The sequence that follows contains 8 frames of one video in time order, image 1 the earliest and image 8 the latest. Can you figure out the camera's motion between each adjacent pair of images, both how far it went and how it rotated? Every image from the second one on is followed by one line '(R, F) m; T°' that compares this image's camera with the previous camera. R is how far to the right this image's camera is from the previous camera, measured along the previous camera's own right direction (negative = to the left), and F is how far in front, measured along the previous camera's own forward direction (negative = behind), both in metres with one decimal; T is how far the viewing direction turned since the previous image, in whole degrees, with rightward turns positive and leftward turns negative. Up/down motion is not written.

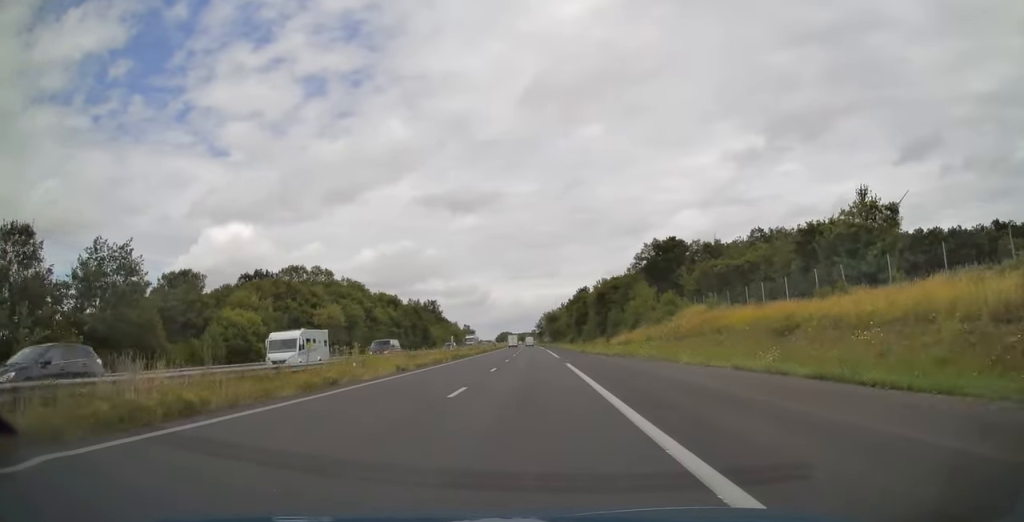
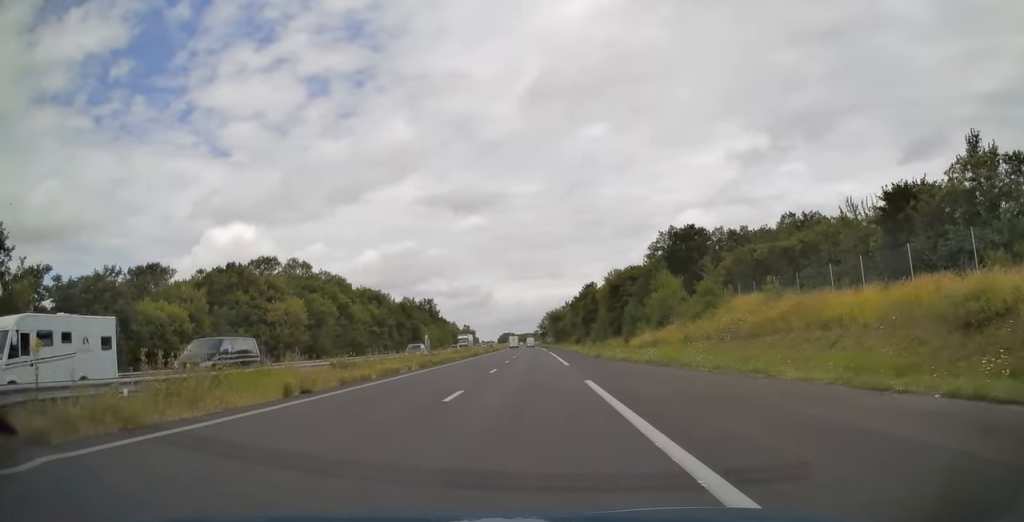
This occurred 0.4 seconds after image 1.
(0.0, +13.4) m; 0°
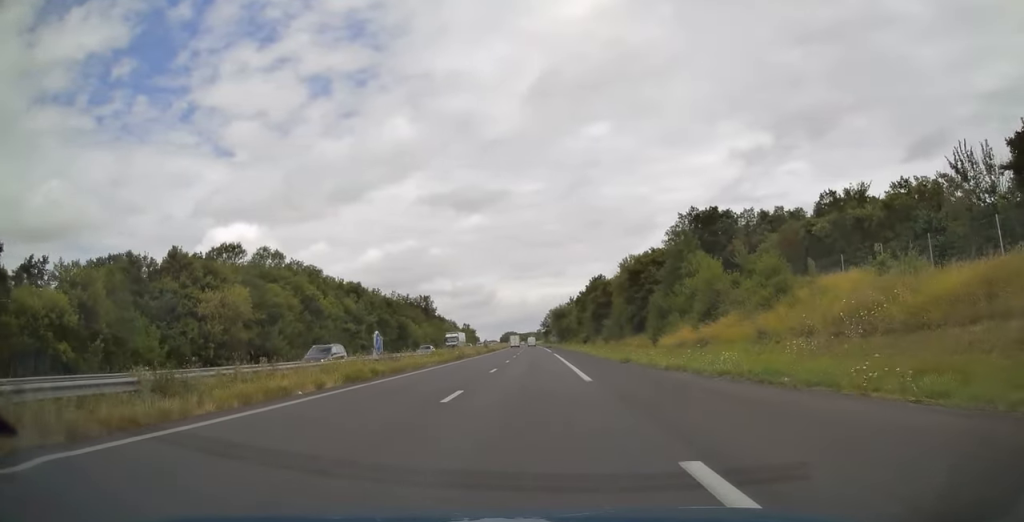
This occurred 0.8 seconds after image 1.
(0.0, +13.4) m; 0°
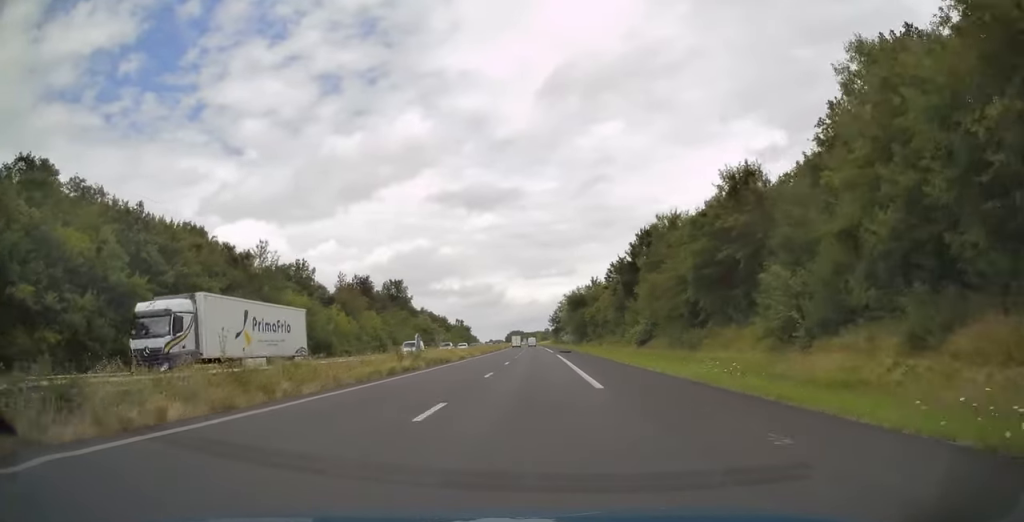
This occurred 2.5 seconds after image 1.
(-0.4, +55.1) m; -1°
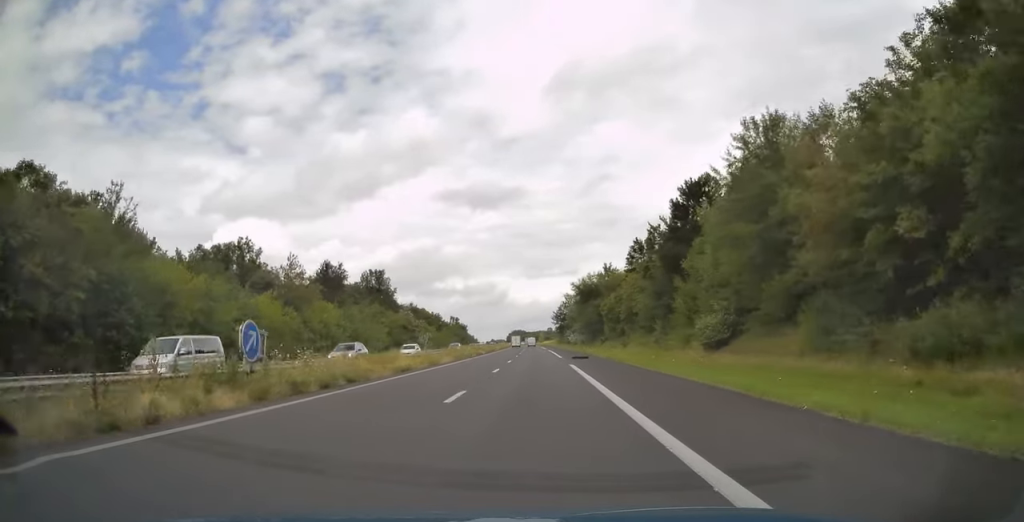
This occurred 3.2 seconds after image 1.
(0.0, +22.5) m; 0°
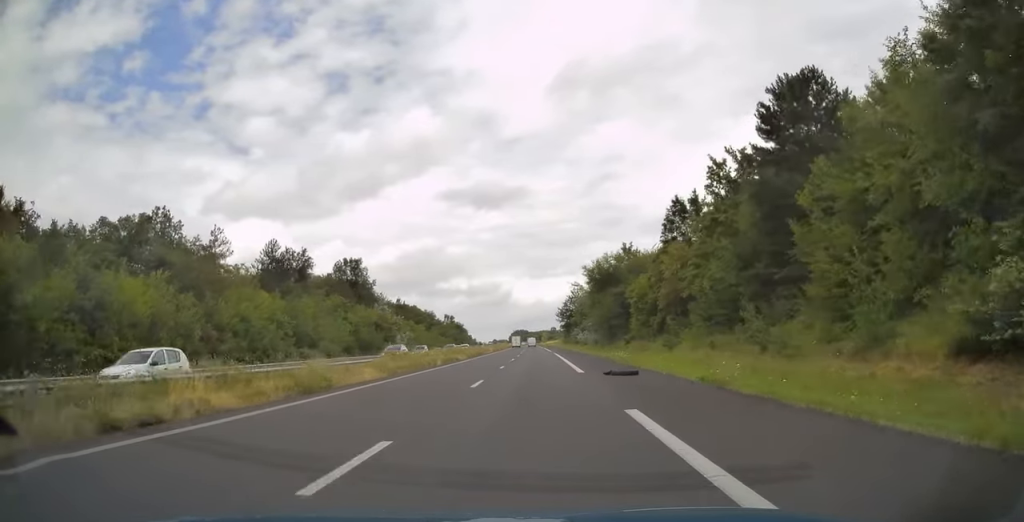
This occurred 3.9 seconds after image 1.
(-0.1, +21.5) m; 0°
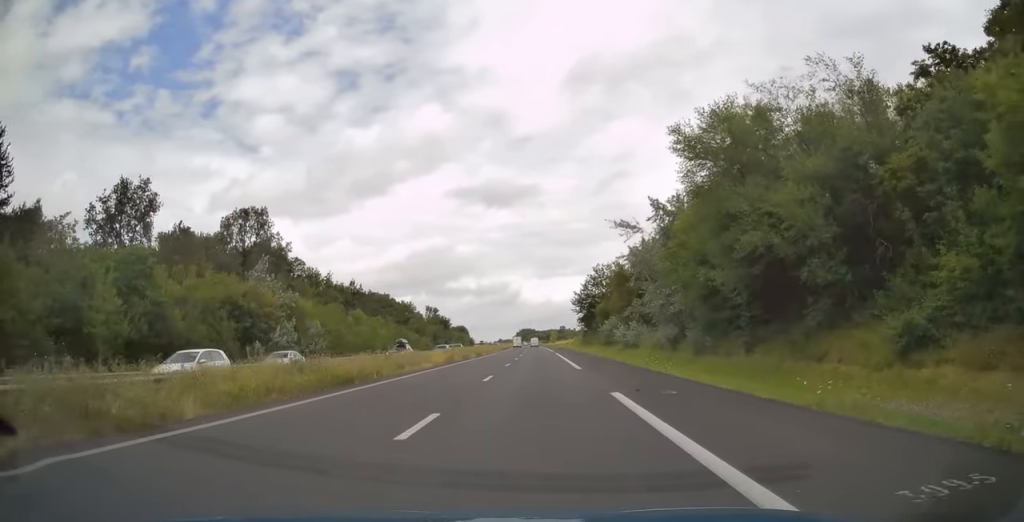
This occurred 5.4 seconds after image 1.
(-0.1, +48.8) m; -1°
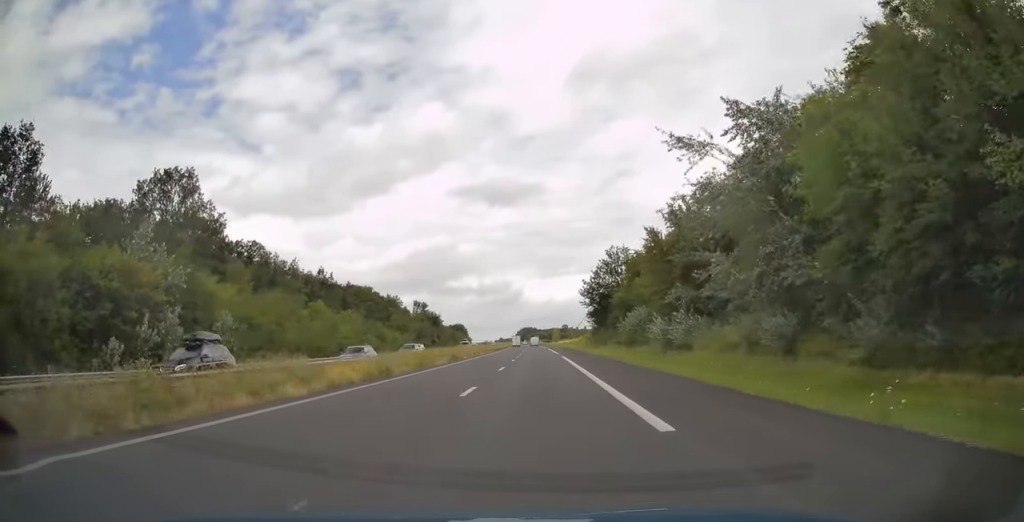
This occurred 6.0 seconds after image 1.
(-0.1, +19.3) m; 0°
